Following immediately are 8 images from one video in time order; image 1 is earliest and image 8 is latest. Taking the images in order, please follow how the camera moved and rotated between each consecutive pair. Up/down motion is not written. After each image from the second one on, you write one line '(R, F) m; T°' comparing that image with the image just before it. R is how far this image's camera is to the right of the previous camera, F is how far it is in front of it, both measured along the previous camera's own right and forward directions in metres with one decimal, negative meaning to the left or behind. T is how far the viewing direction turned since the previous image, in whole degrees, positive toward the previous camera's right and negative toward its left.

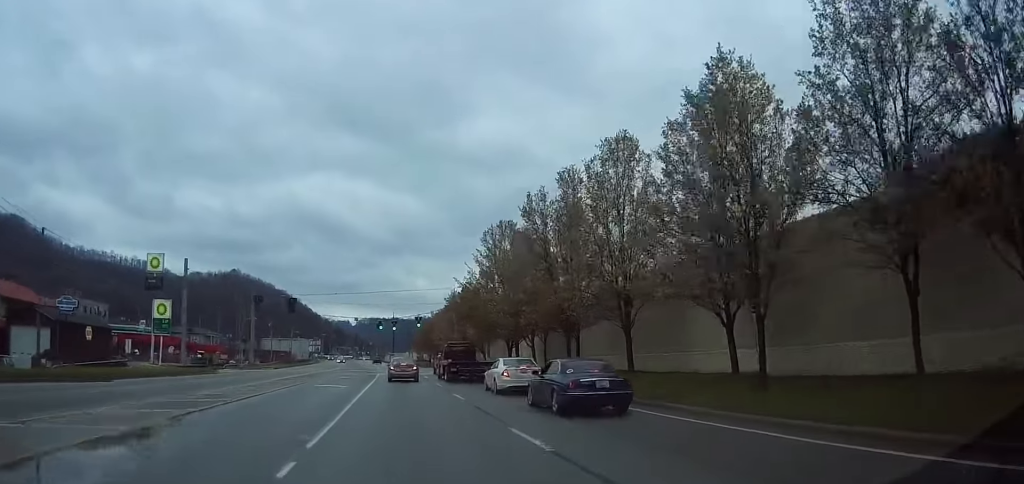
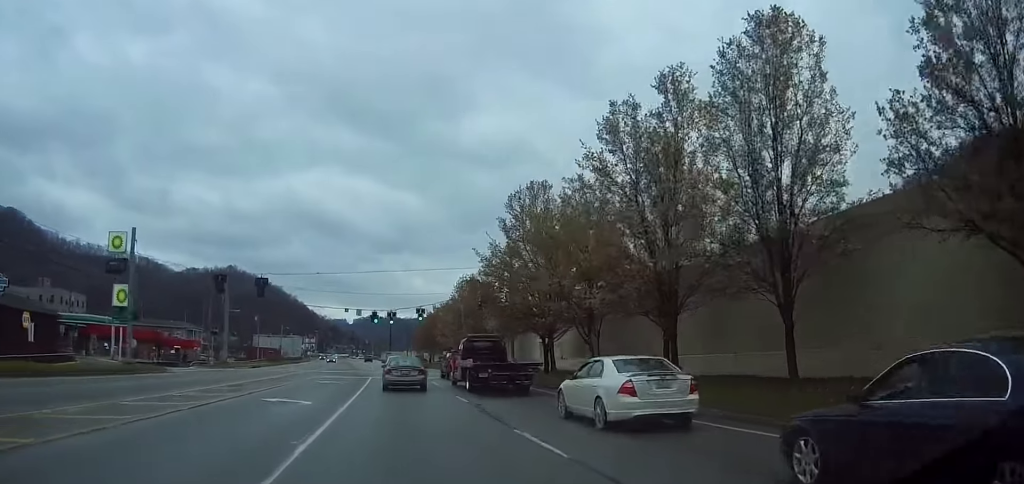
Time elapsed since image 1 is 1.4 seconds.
(+0.1, +14.2) m; +3°
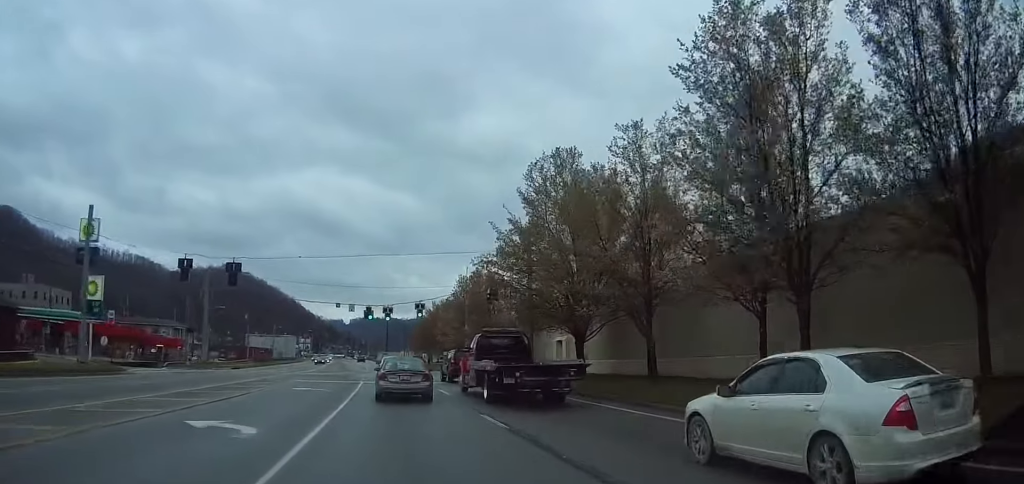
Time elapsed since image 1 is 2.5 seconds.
(+0.1, +8.3) m; +2°
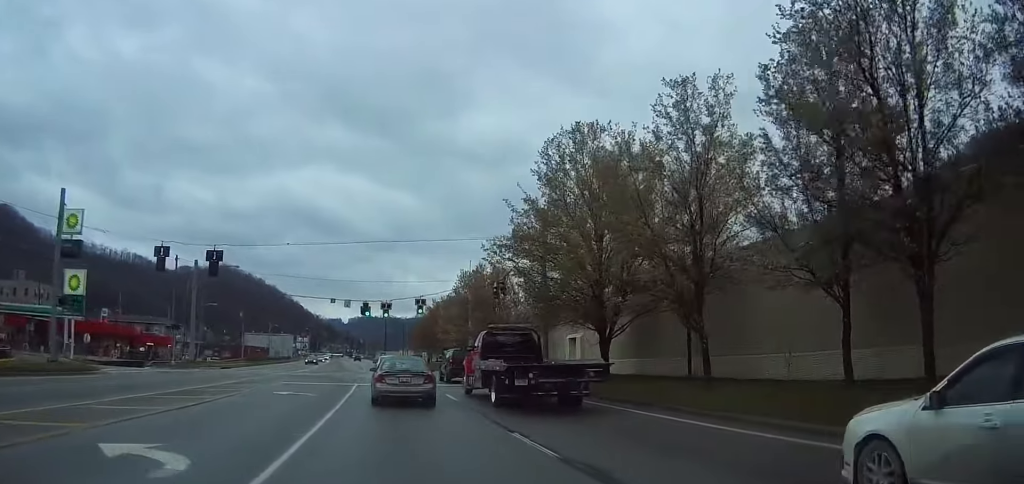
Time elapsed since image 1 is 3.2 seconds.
(+0.1, +4.3) m; -1°
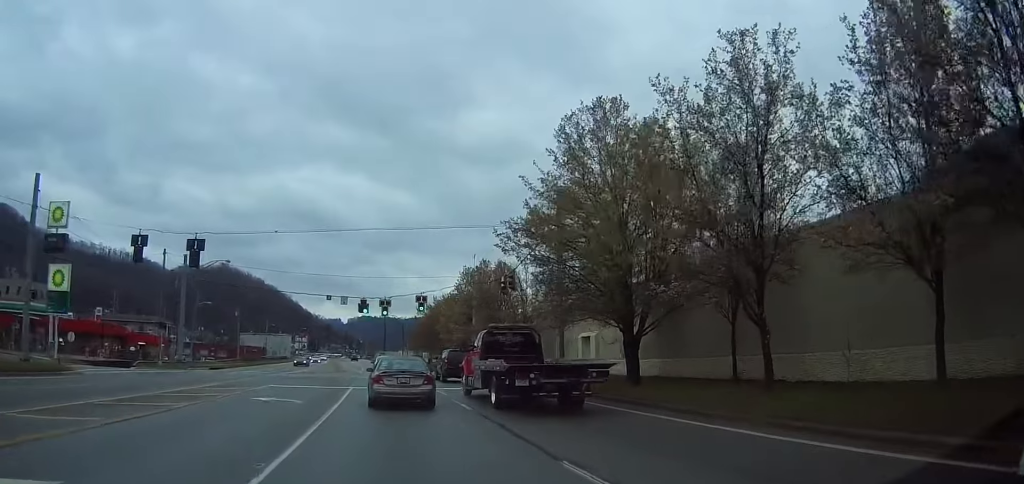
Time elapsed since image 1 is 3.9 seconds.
(0.0, +3.9) m; -3°
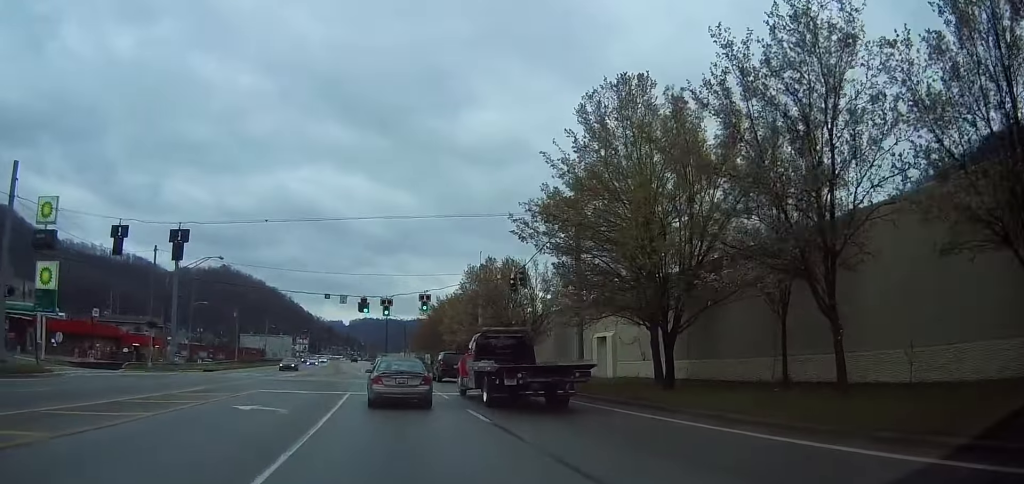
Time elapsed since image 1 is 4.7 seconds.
(-0.2, +3.4) m; -4°
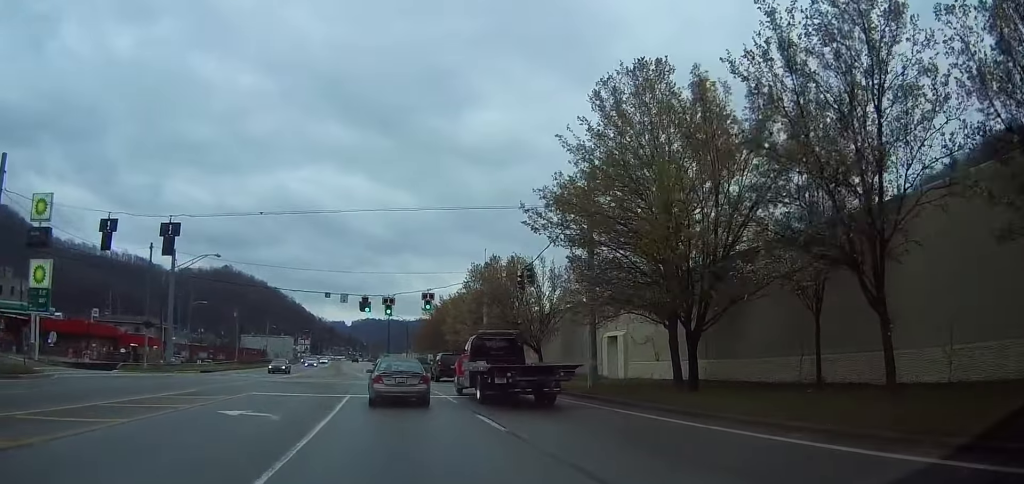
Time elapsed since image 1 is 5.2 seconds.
(0.0, +1.7) m; 0°
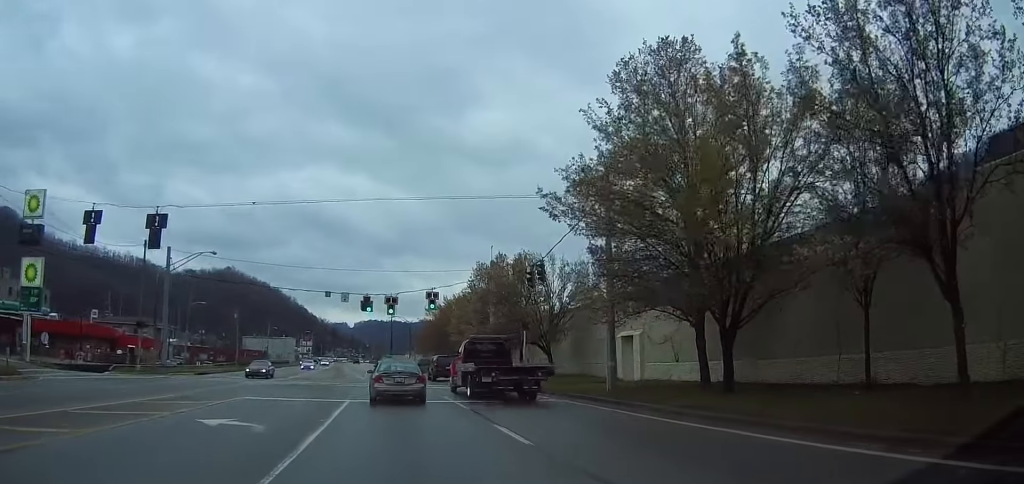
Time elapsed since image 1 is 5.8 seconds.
(0.0, +2.3) m; 0°
